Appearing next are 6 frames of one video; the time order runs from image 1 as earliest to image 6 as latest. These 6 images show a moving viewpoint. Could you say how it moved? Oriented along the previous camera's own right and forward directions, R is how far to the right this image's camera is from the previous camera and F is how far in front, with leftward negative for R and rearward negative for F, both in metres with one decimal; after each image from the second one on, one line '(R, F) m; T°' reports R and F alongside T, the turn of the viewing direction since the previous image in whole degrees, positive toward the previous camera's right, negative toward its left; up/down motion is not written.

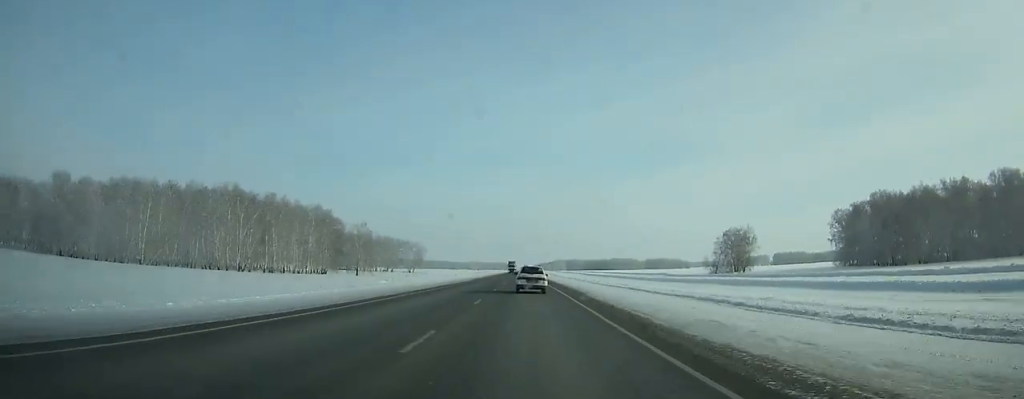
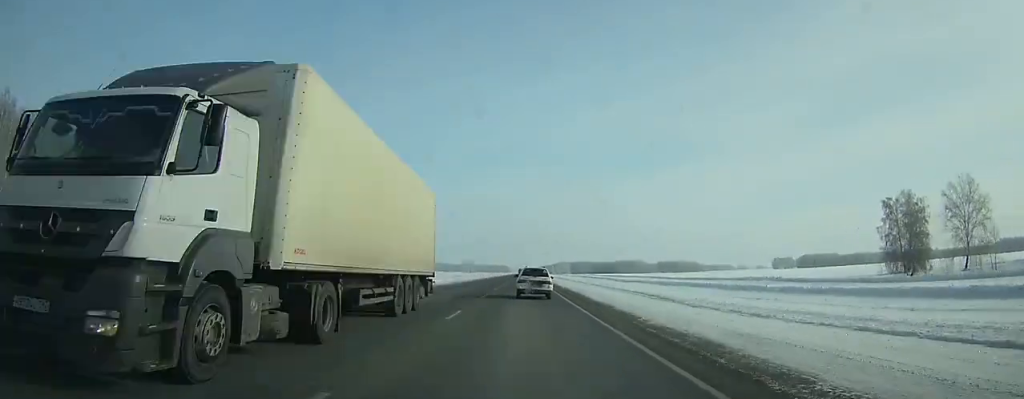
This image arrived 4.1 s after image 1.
(+0.1, +104.1) m; 0°
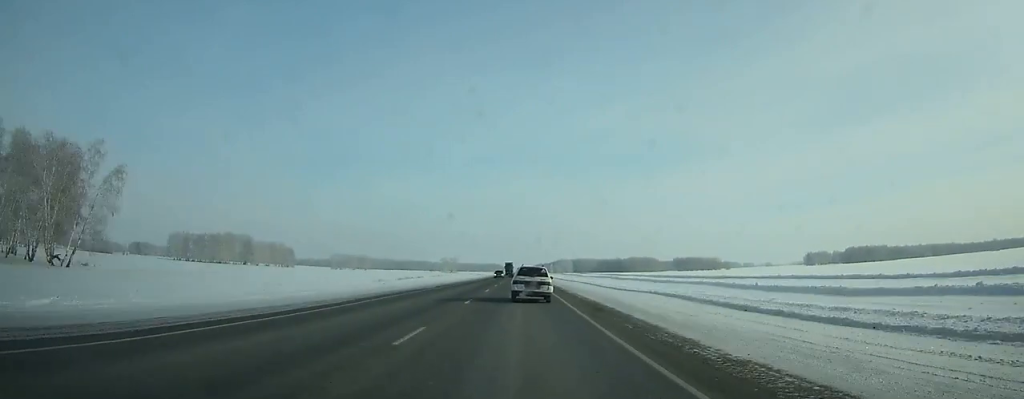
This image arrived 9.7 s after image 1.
(+0.2, +140.6) m; 0°
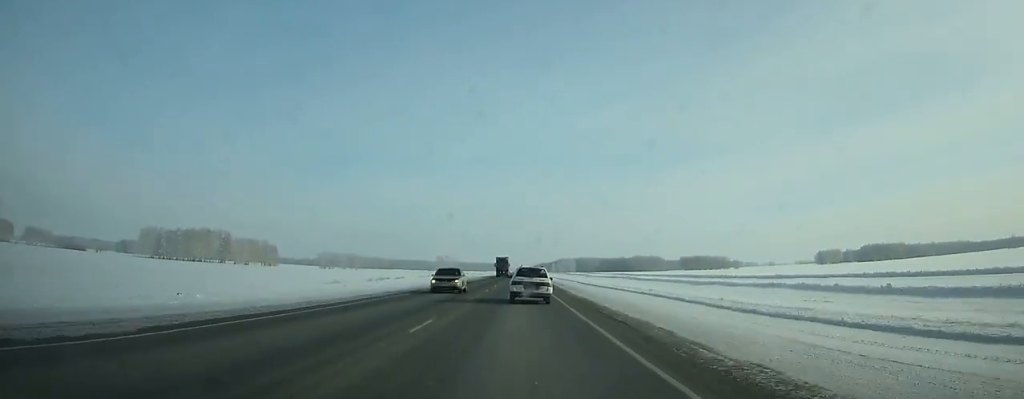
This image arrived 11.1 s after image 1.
(-0.1, +36.4) m; 0°
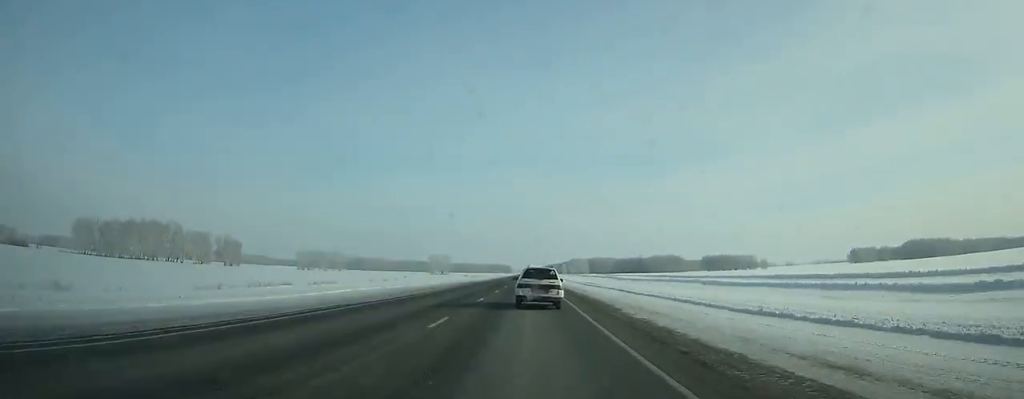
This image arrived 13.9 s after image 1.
(-0.5, +74.6) m; -1°
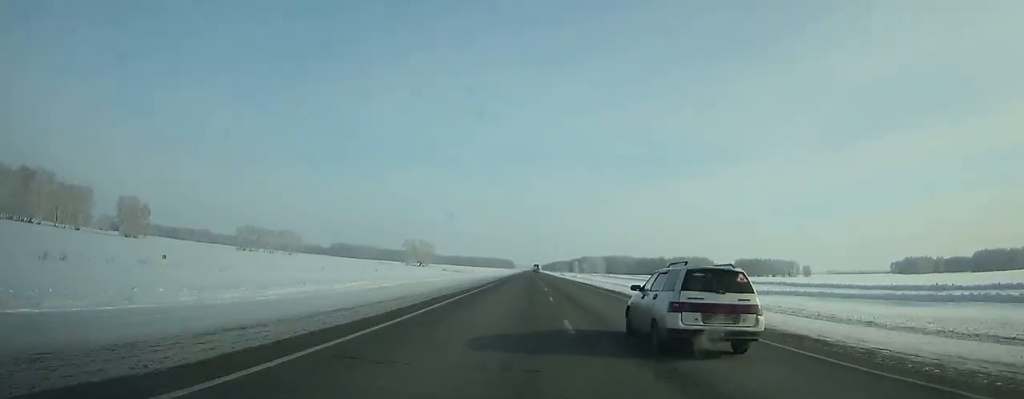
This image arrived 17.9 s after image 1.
(-0.2, +112.9) m; +1°
